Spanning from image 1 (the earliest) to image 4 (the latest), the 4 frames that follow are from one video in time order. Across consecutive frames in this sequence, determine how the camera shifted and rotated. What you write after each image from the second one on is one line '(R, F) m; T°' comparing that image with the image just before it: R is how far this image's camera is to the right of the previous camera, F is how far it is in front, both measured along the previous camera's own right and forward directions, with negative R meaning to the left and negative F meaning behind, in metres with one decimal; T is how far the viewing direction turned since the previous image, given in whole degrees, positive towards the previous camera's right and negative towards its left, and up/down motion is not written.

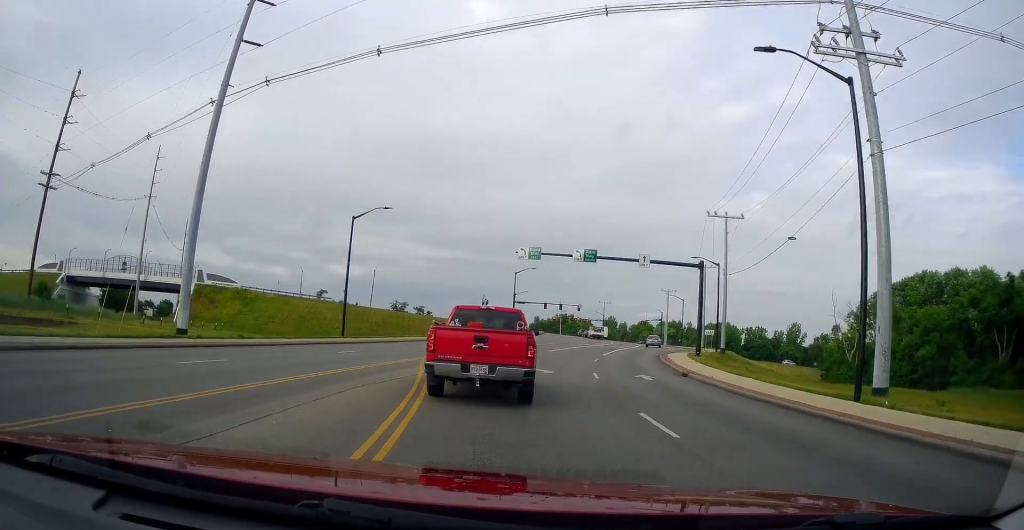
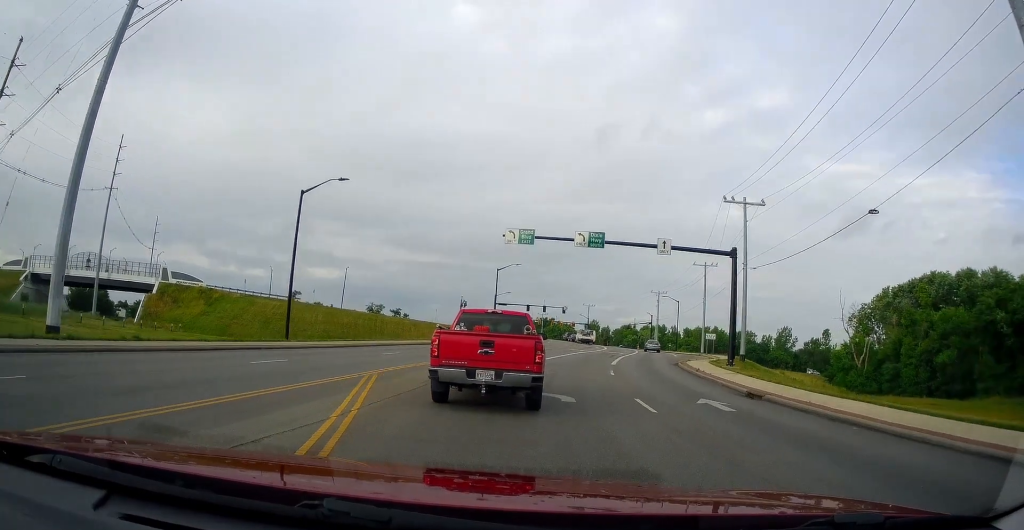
(+0.1, +8.3) m; +3°
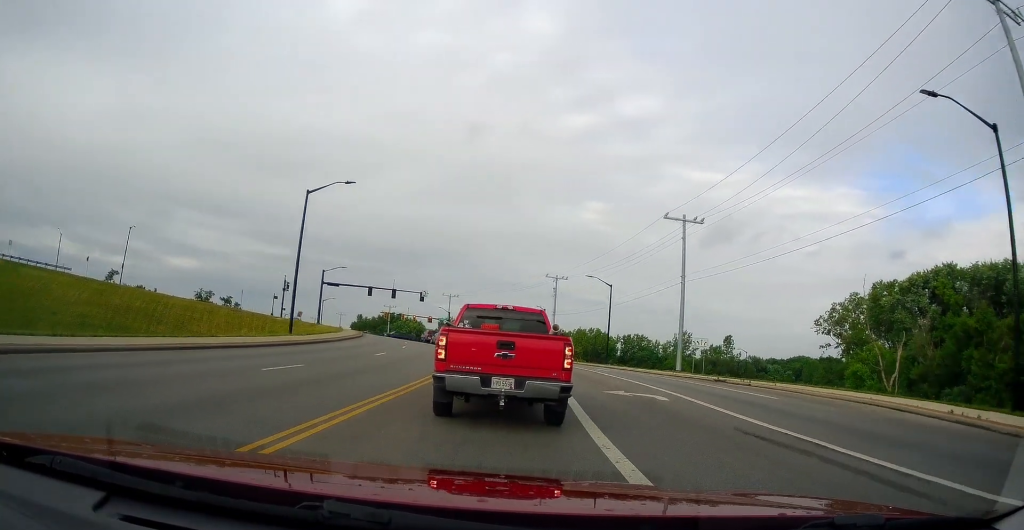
(+2.8, +37.1) m; +10°
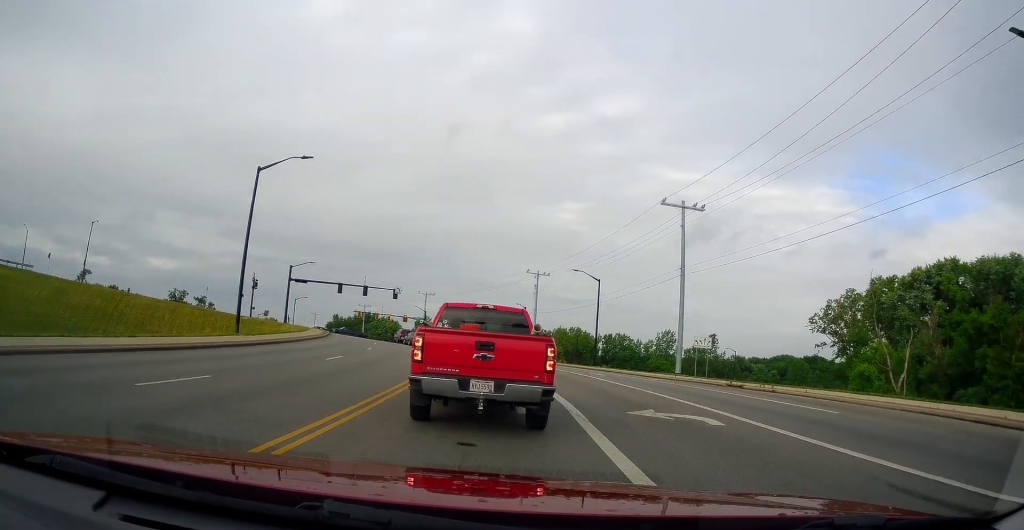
(+0.2, +4.8) m; +2°
